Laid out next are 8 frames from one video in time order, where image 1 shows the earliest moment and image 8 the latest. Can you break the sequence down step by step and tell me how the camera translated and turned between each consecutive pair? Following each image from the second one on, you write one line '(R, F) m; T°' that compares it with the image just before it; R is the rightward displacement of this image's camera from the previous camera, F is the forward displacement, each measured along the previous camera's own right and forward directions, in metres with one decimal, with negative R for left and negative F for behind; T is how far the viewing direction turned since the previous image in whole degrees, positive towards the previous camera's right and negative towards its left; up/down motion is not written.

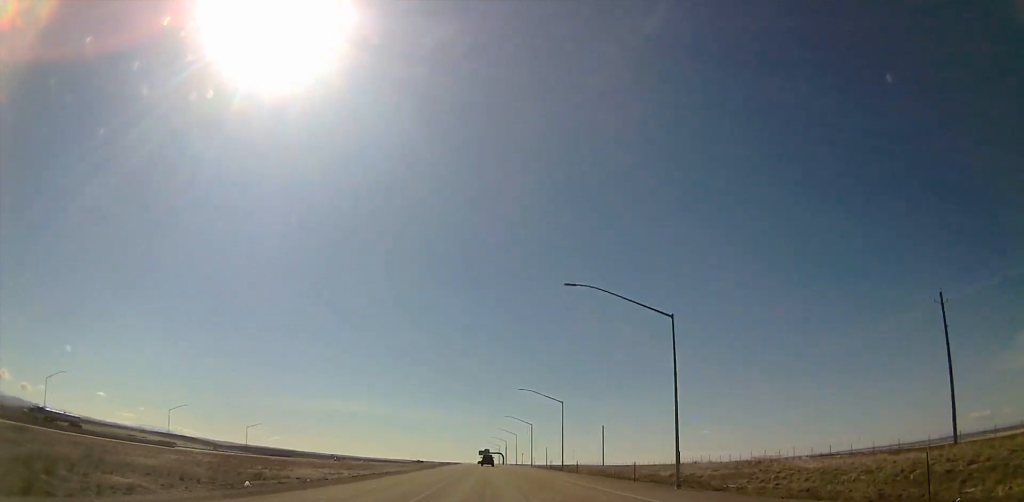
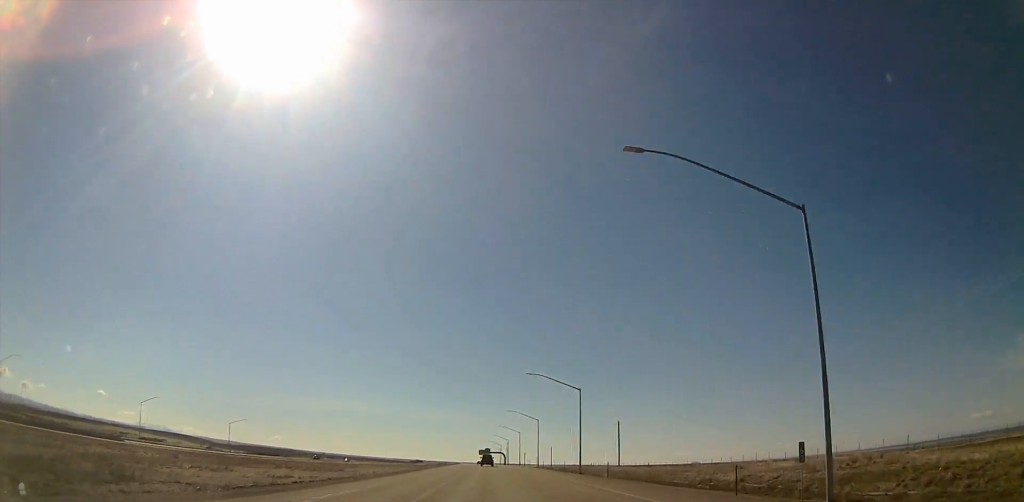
(0.0, +18.9) m; 0°
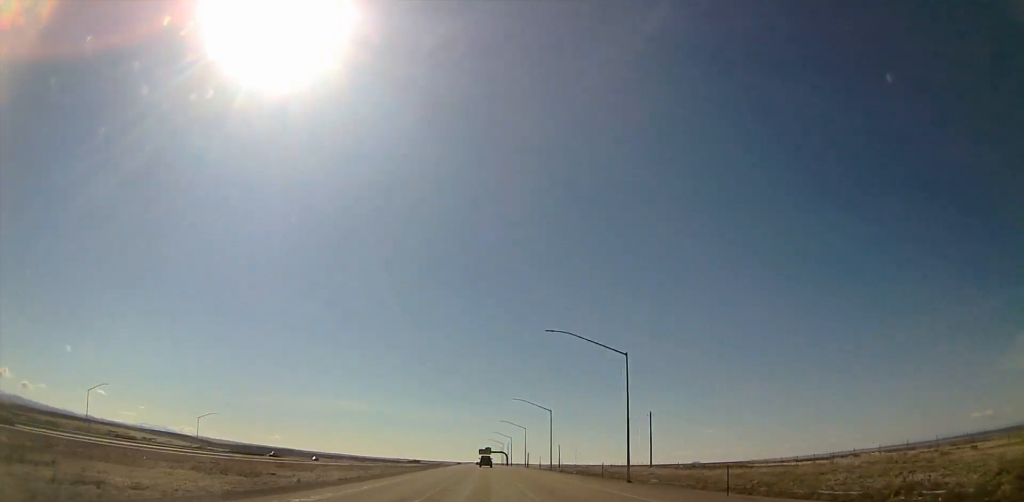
(-0.3, +28.2) m; -1°
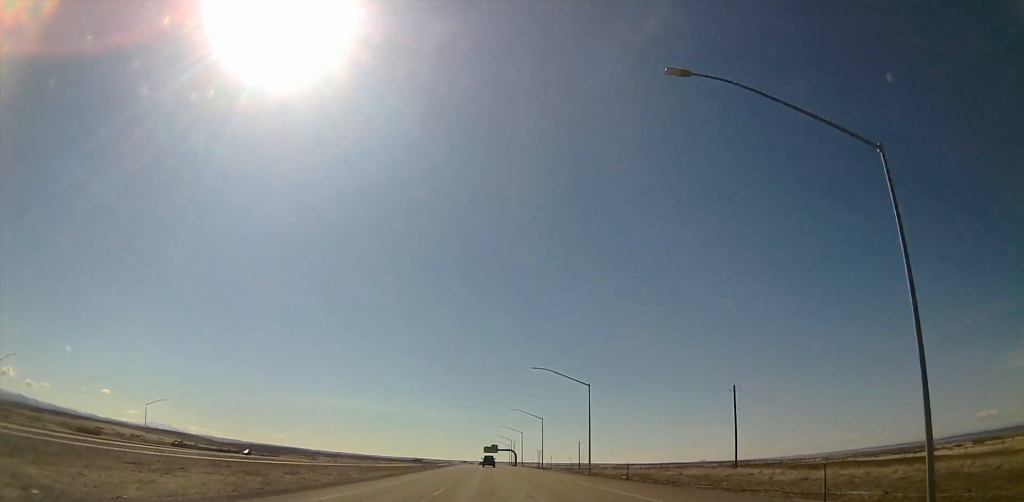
(0.0, +38.7) m; 0°
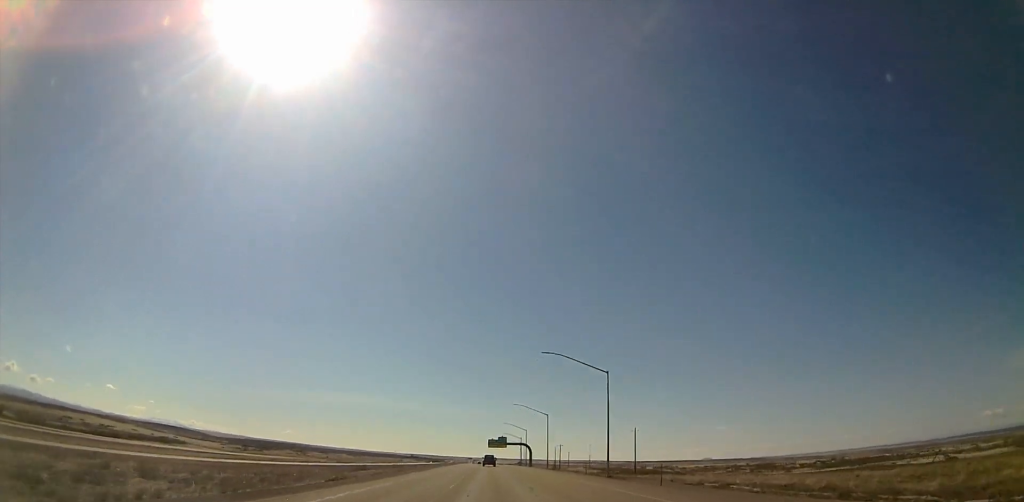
(0.0, +71.4) m; 0°
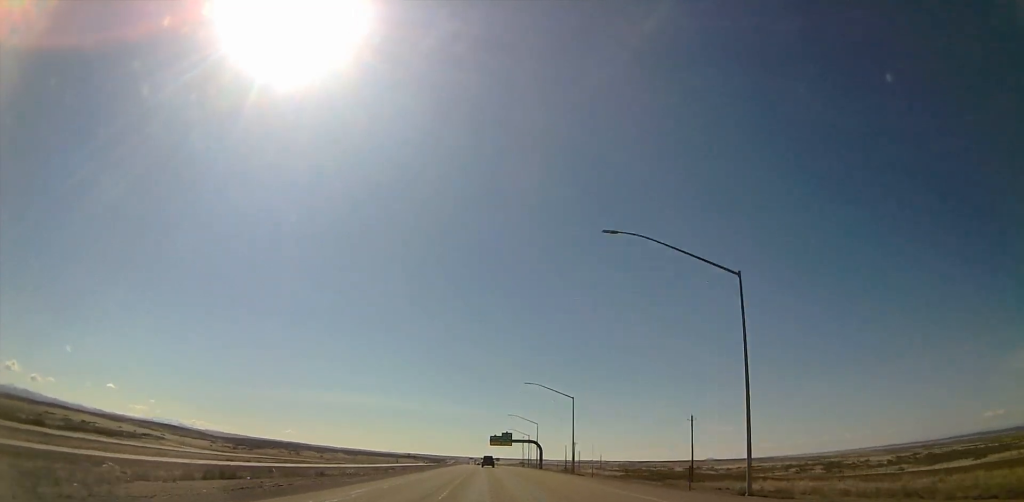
(0.0, +36.2) m; 0°
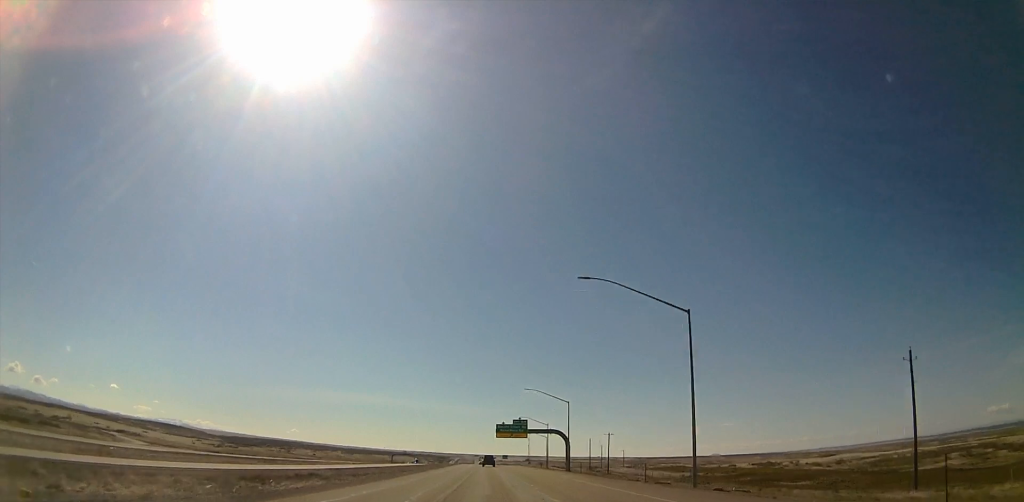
(0.0, +52.6) m; 0°
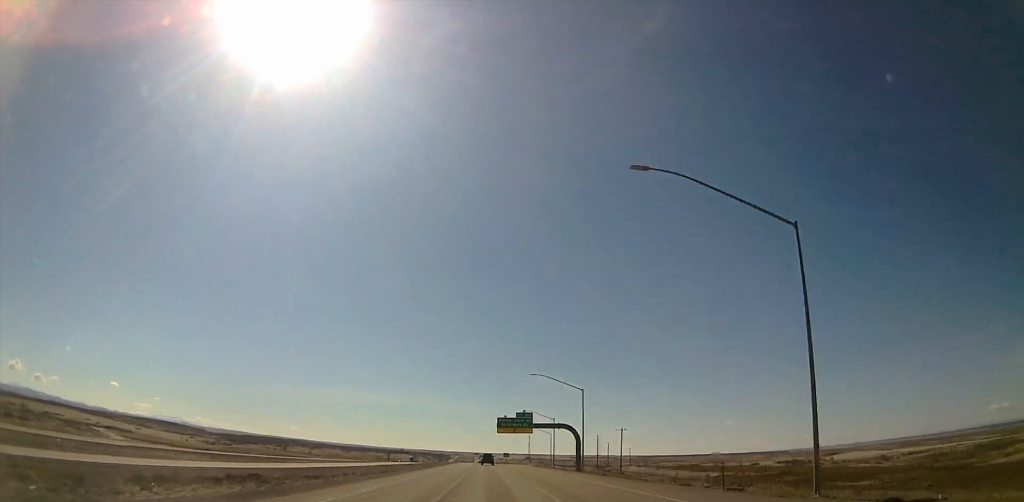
(0.0, +15.2) m; 0°
